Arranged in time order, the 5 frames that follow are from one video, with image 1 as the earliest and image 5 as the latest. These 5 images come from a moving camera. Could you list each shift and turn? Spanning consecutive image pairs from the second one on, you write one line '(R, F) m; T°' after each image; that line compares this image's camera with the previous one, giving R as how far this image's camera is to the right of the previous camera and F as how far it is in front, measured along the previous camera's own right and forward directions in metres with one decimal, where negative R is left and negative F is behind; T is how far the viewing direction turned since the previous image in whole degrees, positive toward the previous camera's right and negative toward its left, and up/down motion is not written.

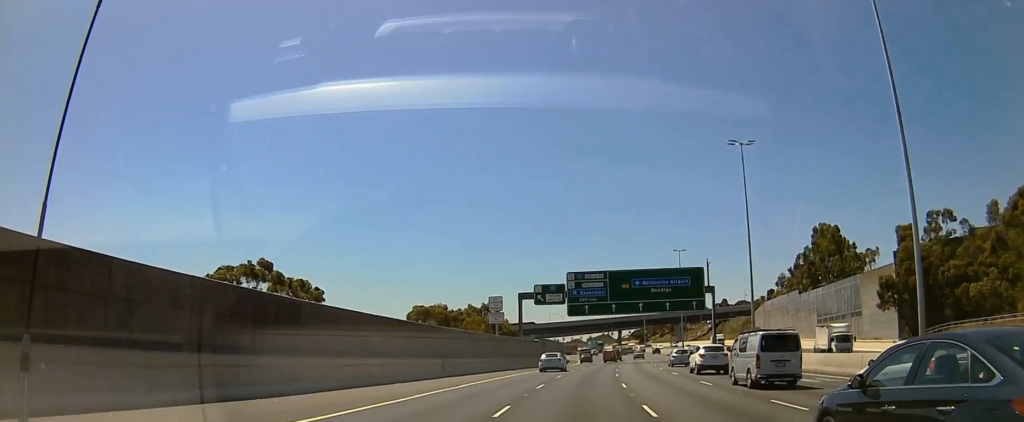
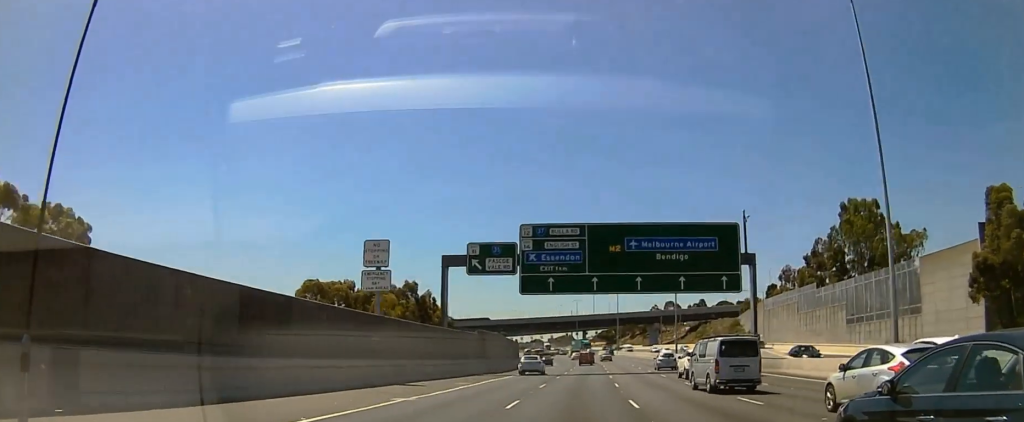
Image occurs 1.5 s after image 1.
(+1.0, +32.5) m; +2°
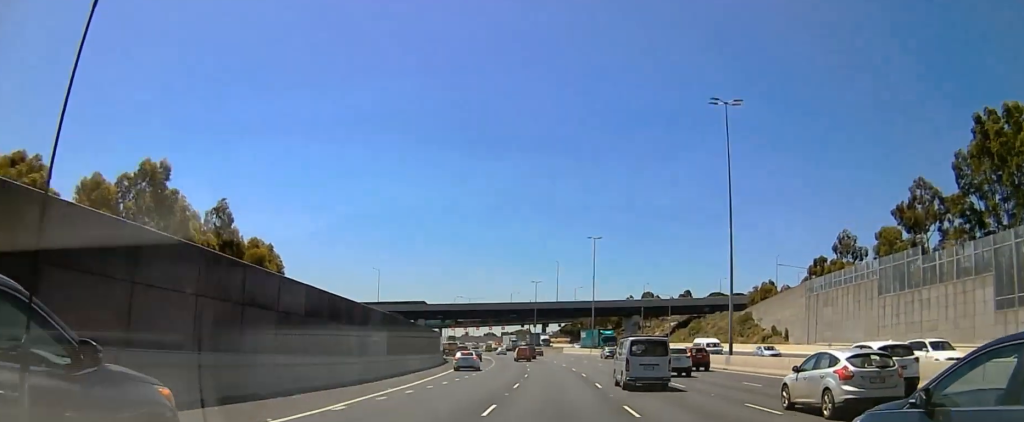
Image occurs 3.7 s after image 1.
(+0.2, +49.9) m; +3°
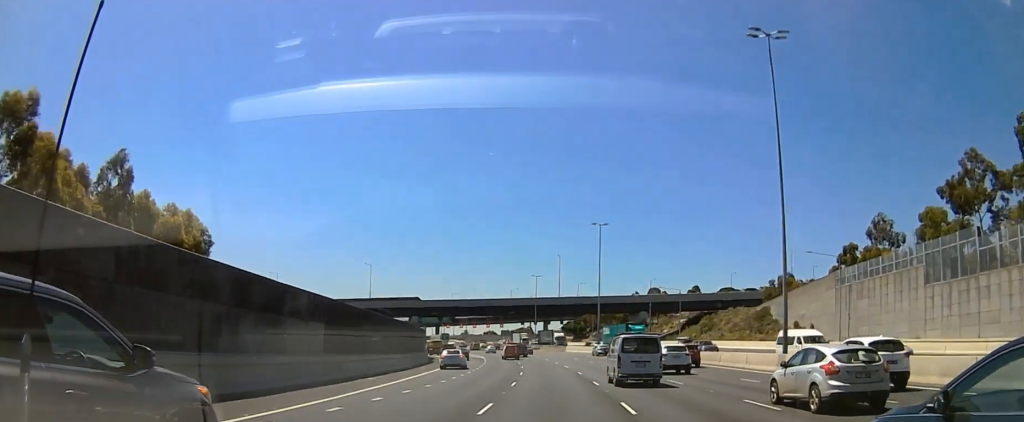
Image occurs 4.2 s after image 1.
(+0.6, +12.0) m; 0°
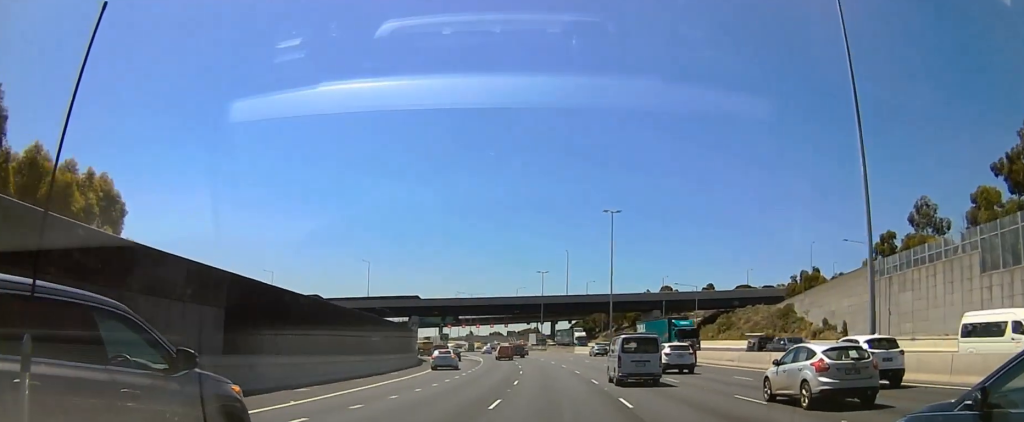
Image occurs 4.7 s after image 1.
(+0.3, +10.5) m; 0°
